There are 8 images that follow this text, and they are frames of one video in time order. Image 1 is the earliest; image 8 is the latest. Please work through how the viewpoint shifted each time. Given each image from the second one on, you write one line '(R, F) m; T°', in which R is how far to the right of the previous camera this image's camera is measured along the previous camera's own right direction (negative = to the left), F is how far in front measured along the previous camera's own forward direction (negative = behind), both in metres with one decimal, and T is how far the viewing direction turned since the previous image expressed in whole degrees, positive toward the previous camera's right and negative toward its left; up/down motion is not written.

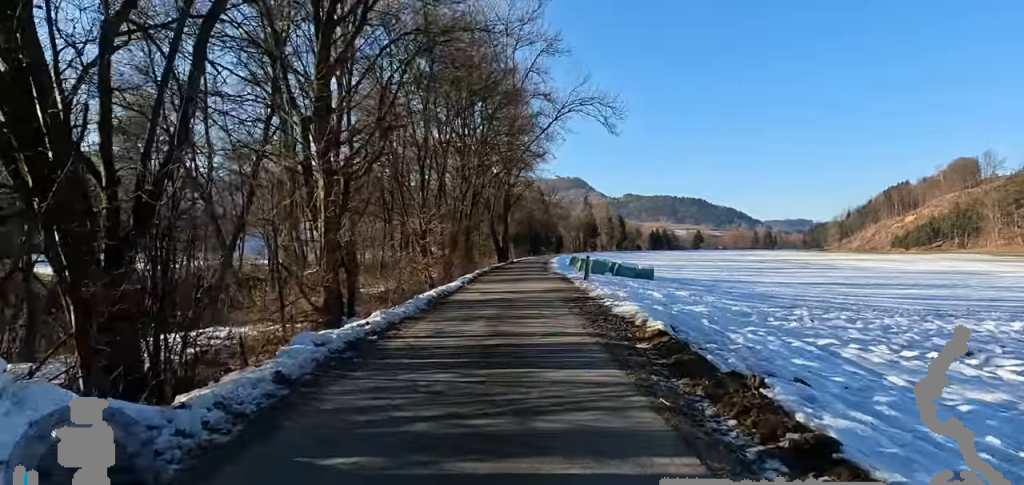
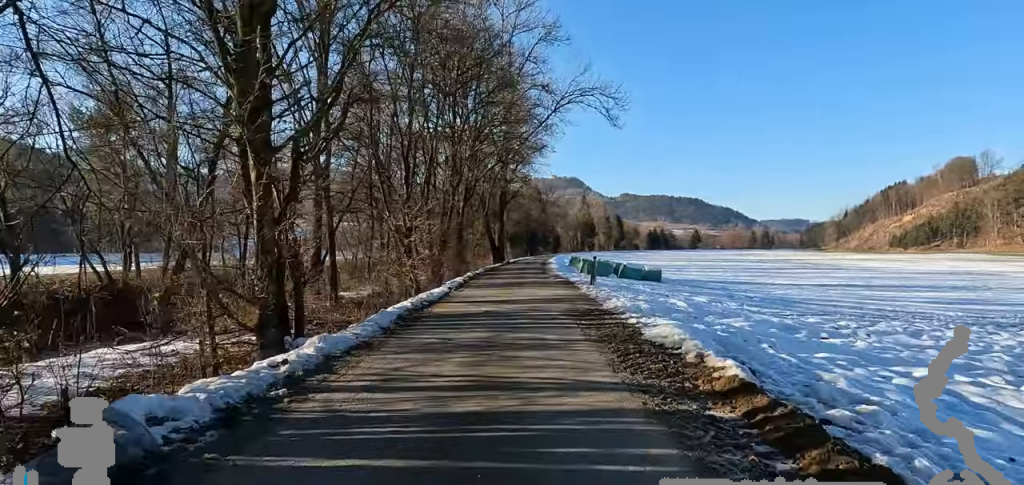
(0.0, +2.7) m; 0°
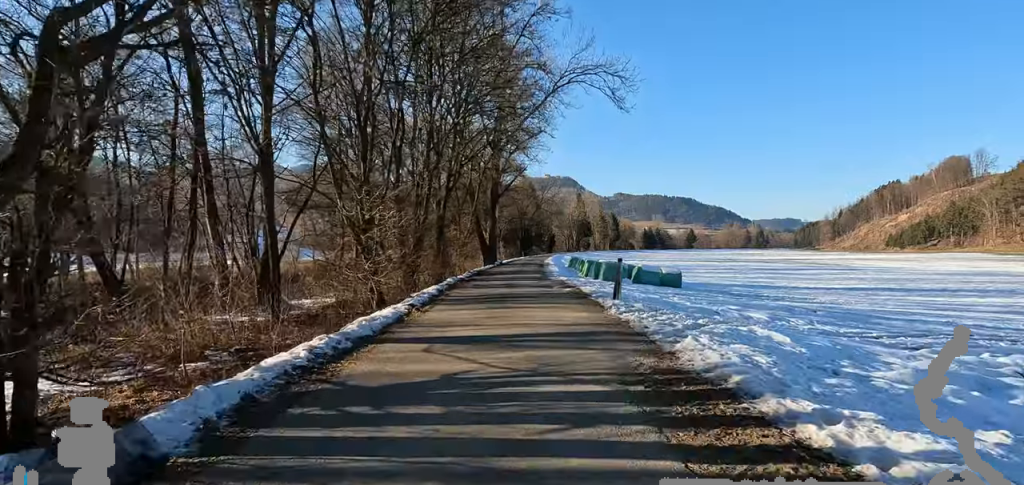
(0.0, +5.1) m; 0°
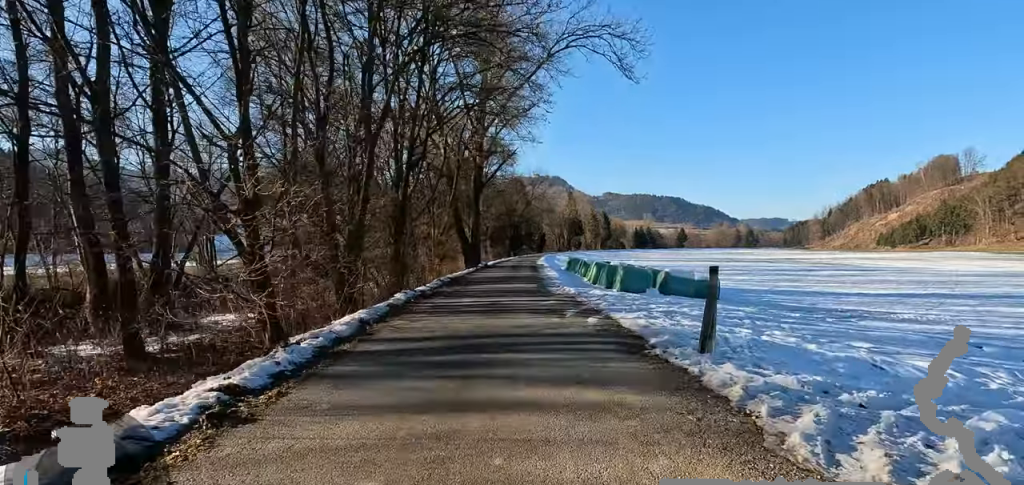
(0.0, +6.5) m; 0°
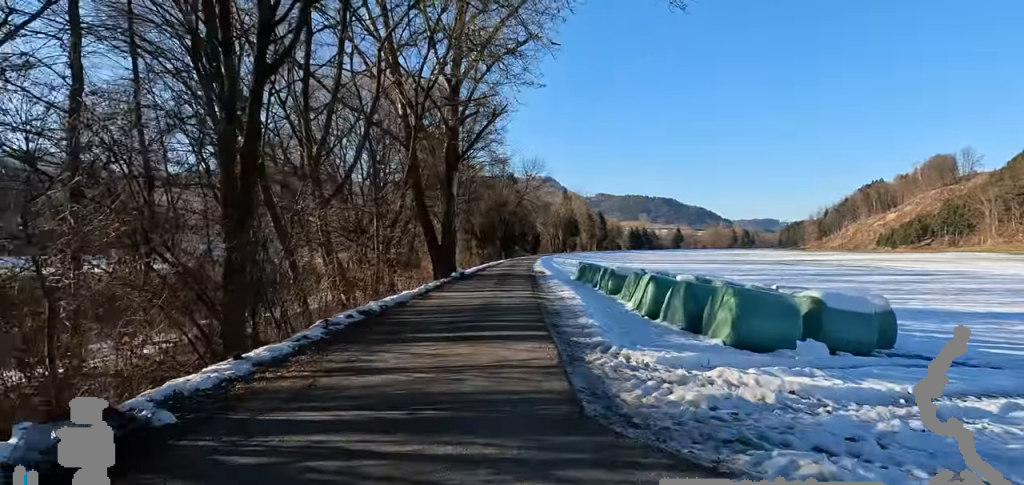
(0.0, +10.0) m; 0°
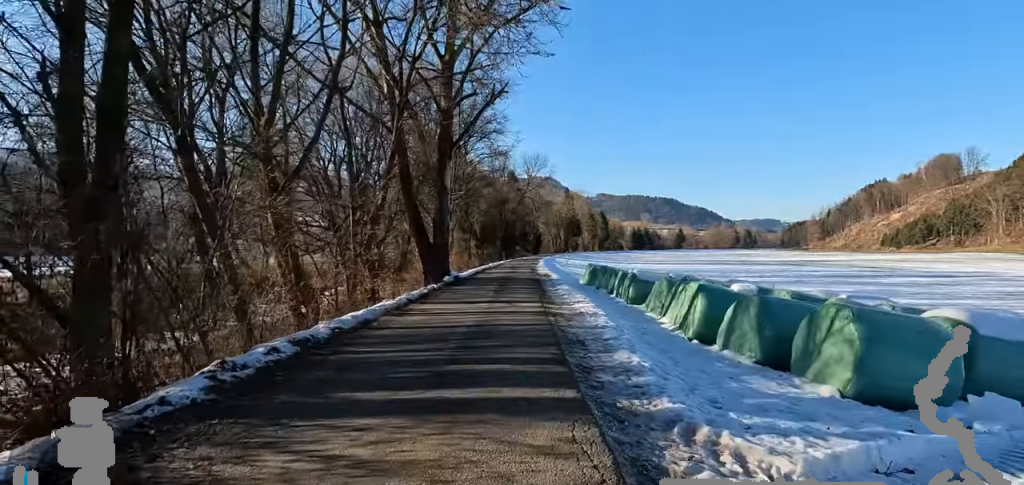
(0.0, +2.9) m; 0°
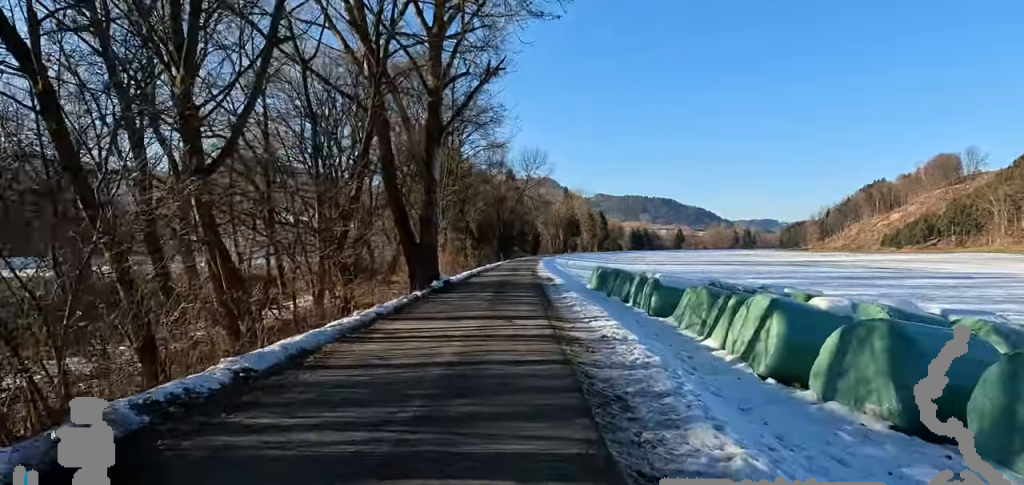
(0.0, +2.5) m; 0°
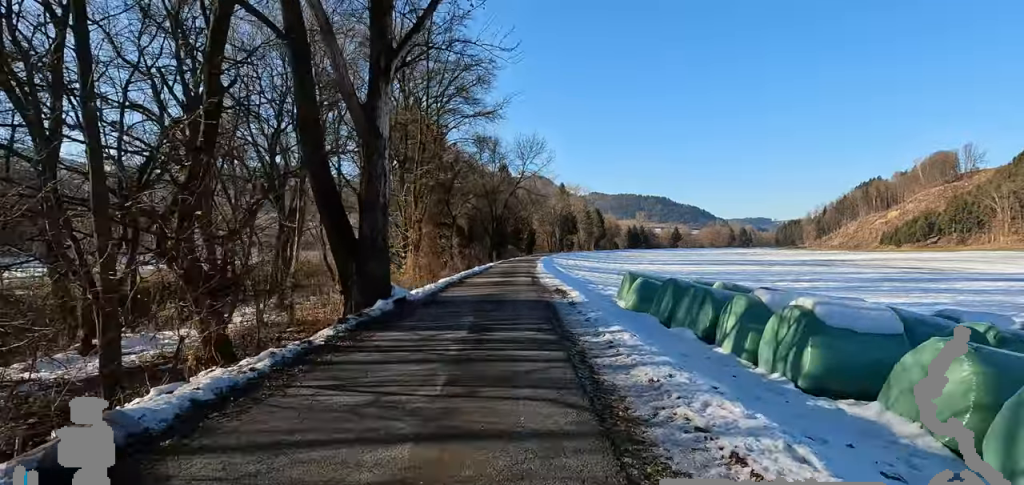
(0.0, +6.6) m; 0°
